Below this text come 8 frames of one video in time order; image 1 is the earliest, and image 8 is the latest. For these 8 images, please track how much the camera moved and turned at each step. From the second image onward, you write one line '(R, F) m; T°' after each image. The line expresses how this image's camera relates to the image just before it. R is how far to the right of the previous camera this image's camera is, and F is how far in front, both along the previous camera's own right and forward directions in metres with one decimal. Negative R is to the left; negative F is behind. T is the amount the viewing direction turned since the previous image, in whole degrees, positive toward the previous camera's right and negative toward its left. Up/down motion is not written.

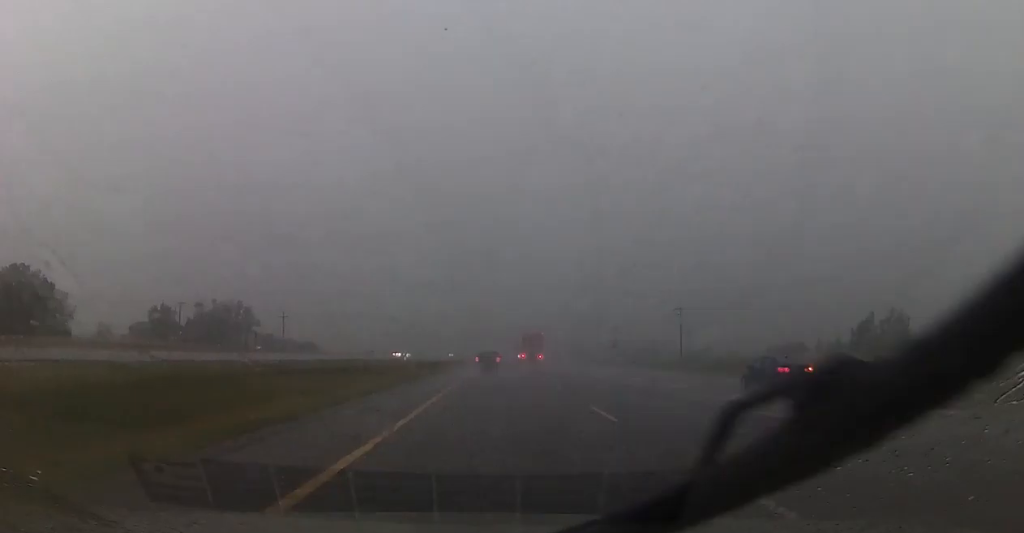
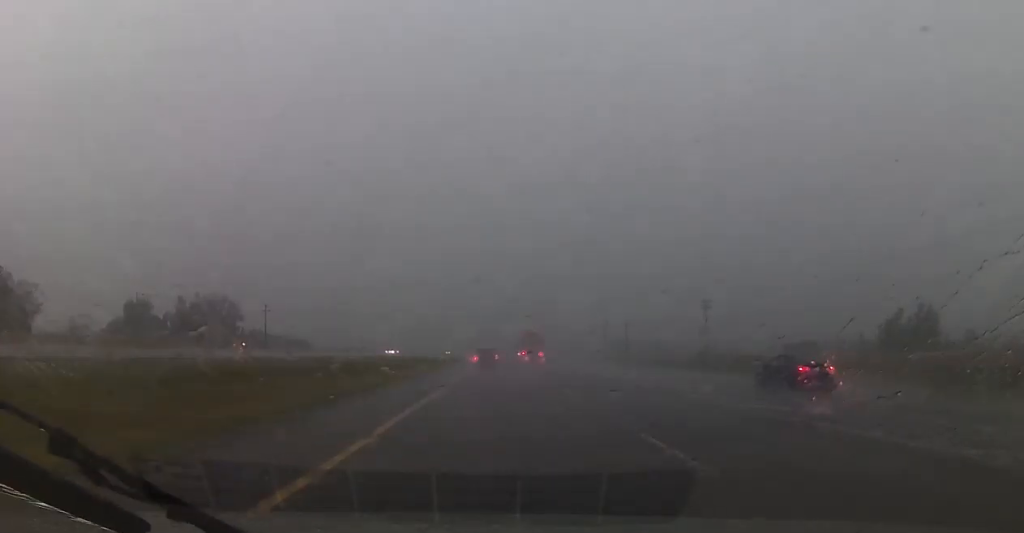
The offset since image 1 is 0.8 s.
(0.0, +15.2) m; +1°
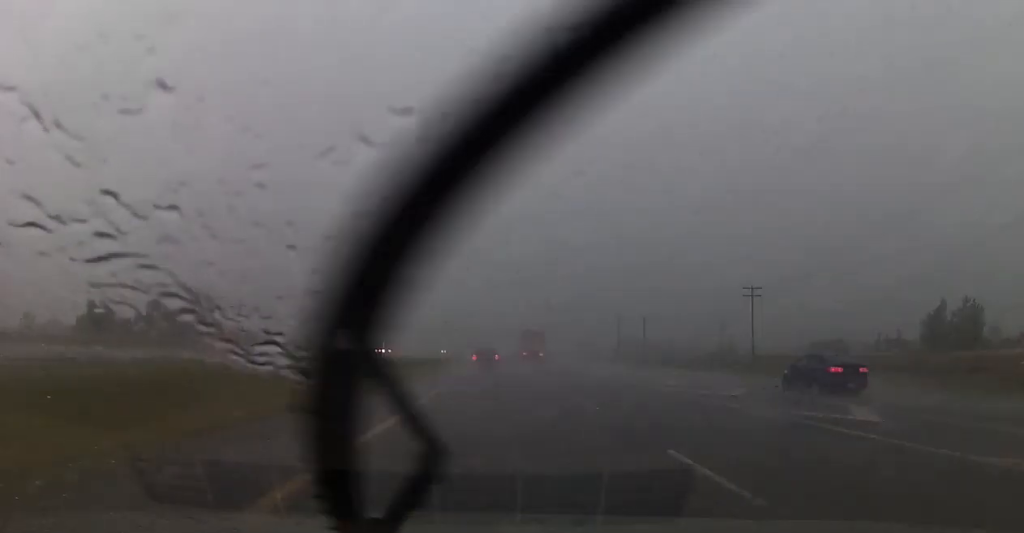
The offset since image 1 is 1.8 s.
(+0.2, +19.7) m; 0°
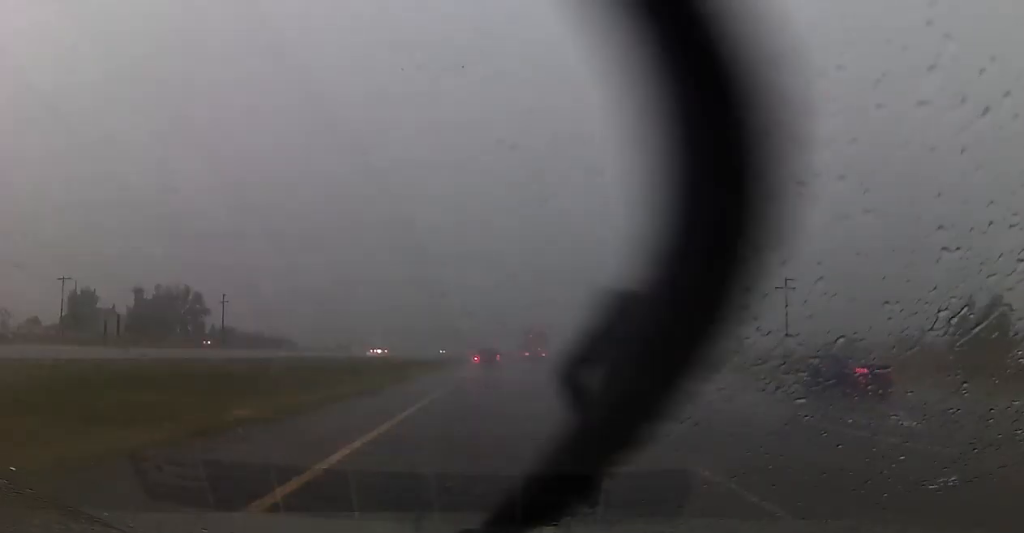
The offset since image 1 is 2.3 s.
(-0.1, +10.5) m; -1°
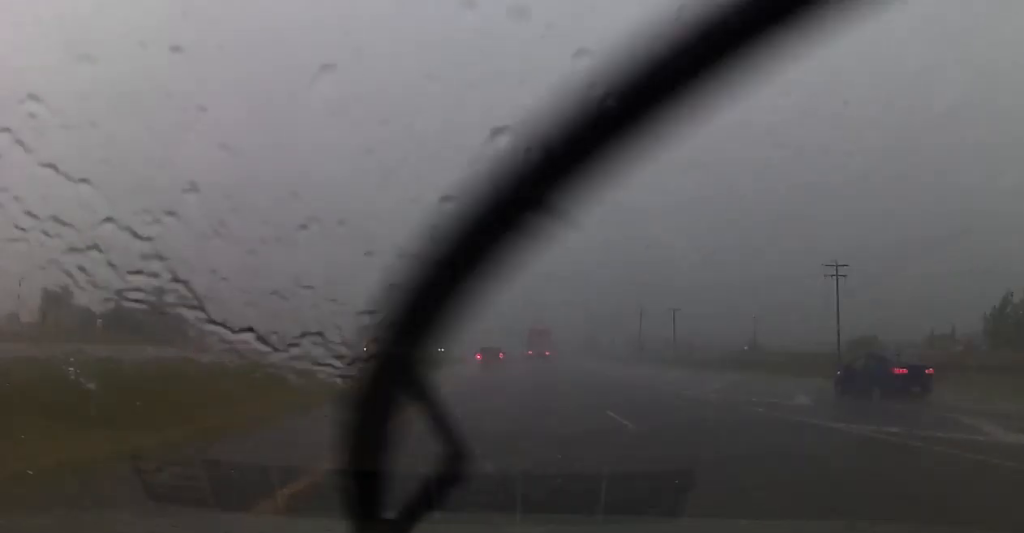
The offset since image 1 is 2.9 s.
(-0.1, +12.4) m; 0°
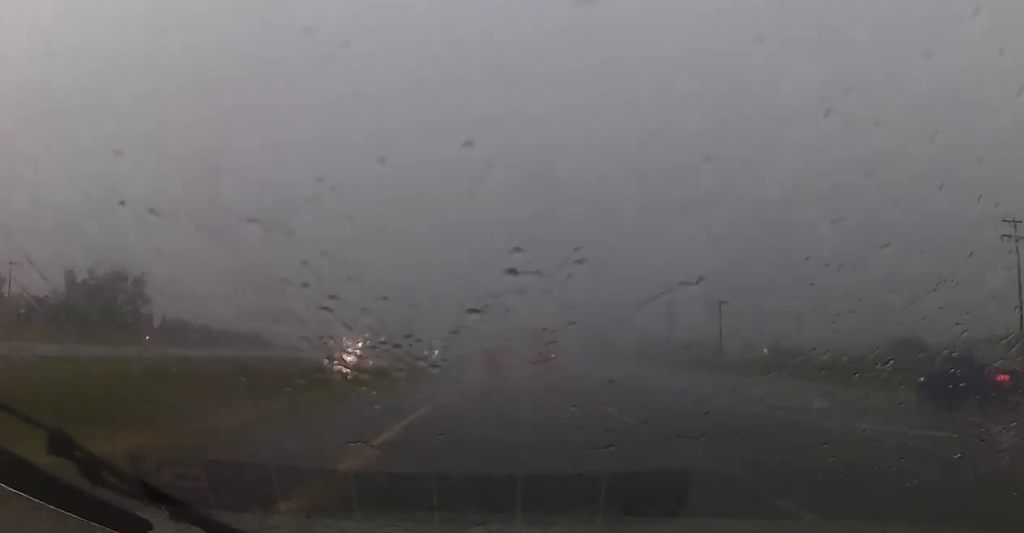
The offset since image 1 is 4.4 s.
(+0.3, +27.5) m; +1°
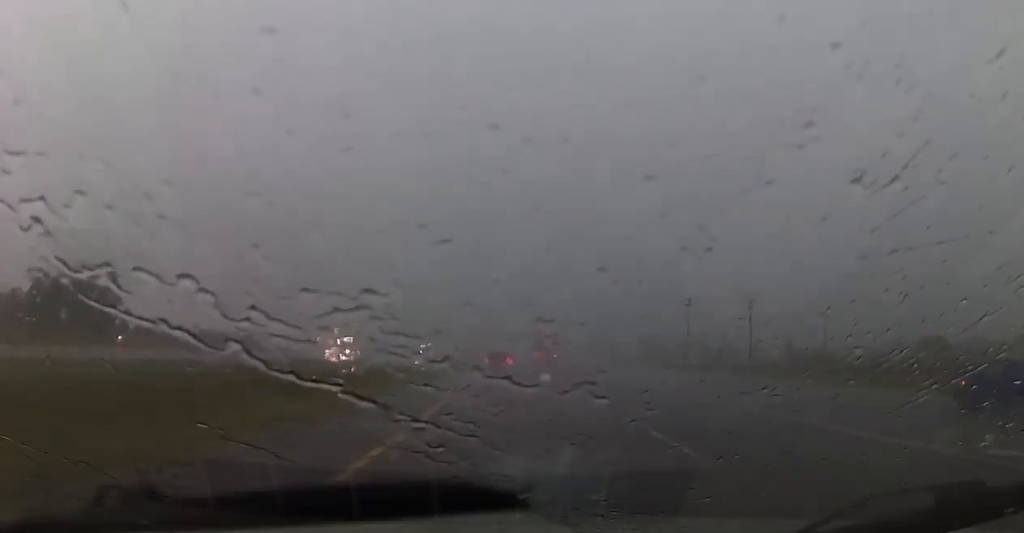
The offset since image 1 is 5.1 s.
(0.0, +13.0) m; 0°
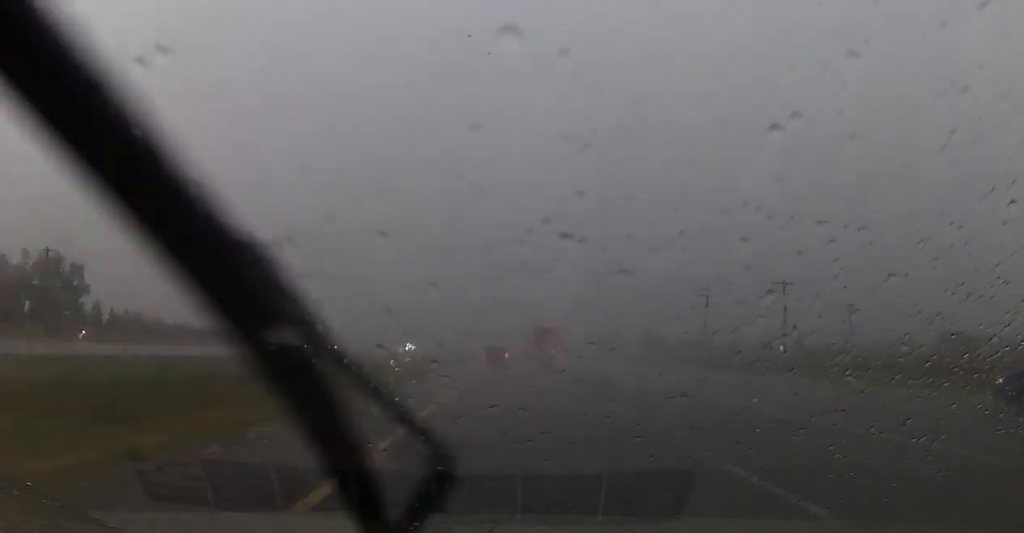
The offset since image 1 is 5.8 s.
(-0.2, +12.8) m; 0°
